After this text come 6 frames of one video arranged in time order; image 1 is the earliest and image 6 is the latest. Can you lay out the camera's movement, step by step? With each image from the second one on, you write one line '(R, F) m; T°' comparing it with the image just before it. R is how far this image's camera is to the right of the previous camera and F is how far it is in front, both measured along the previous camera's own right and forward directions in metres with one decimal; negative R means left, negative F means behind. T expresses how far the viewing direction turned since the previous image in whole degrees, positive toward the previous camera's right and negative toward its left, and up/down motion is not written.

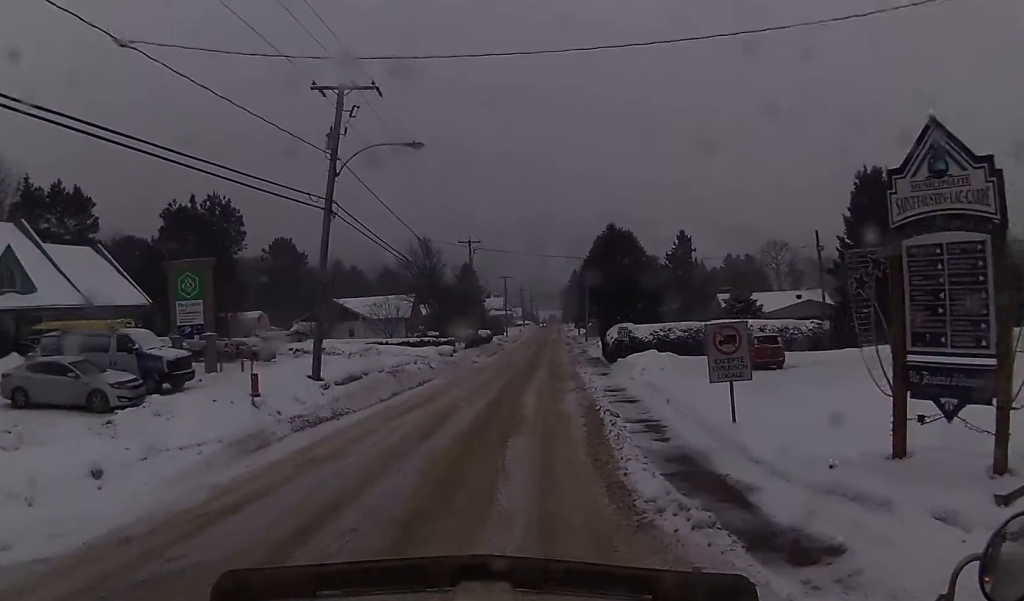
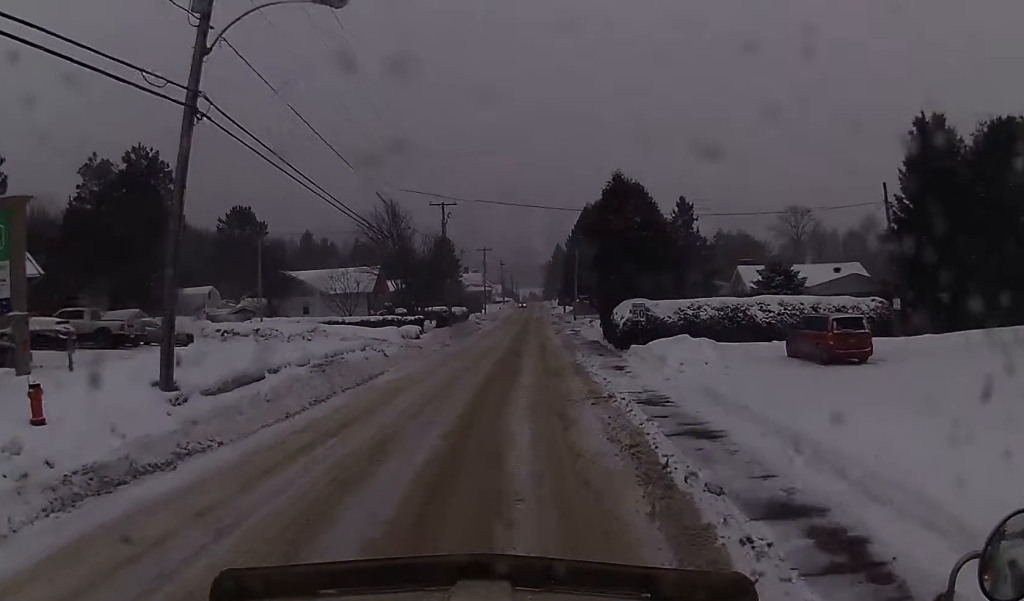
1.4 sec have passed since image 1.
(-0.1, +9.9) m; -3°
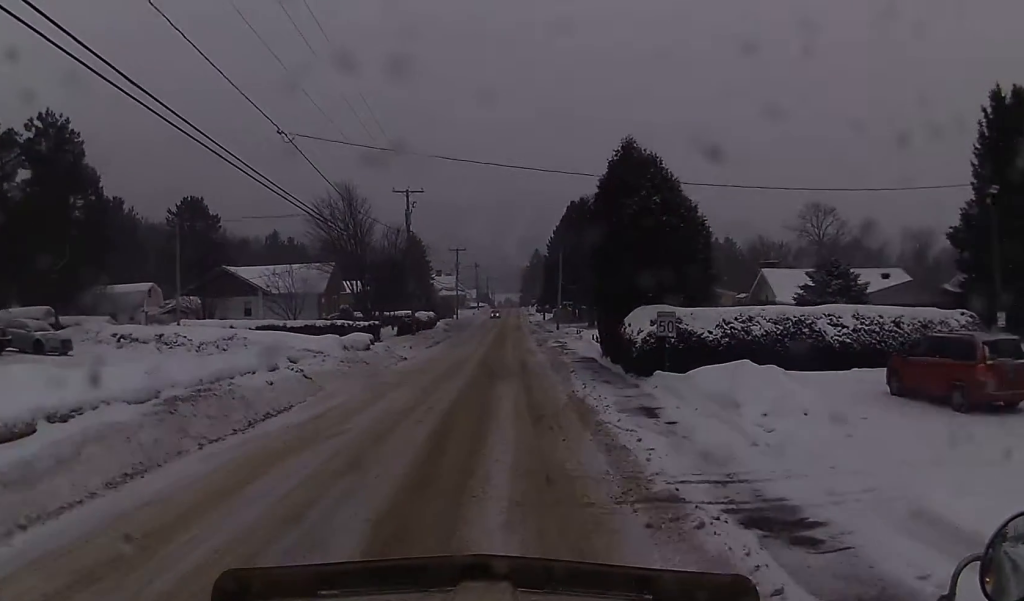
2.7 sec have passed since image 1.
(0.0, +10.1) m; +1°
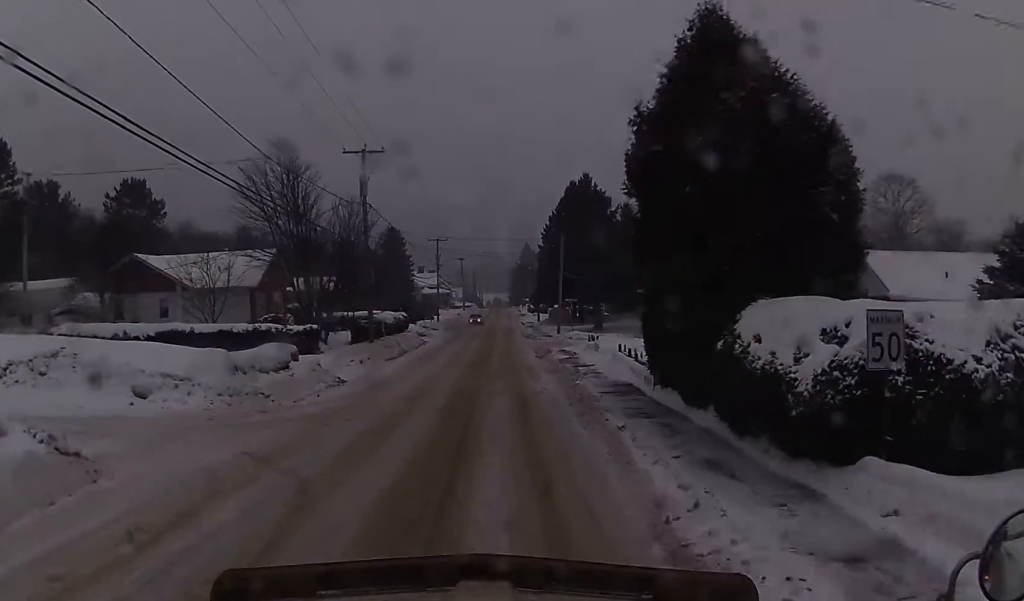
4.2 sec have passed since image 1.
(+0.1, +13.9) m; 0°
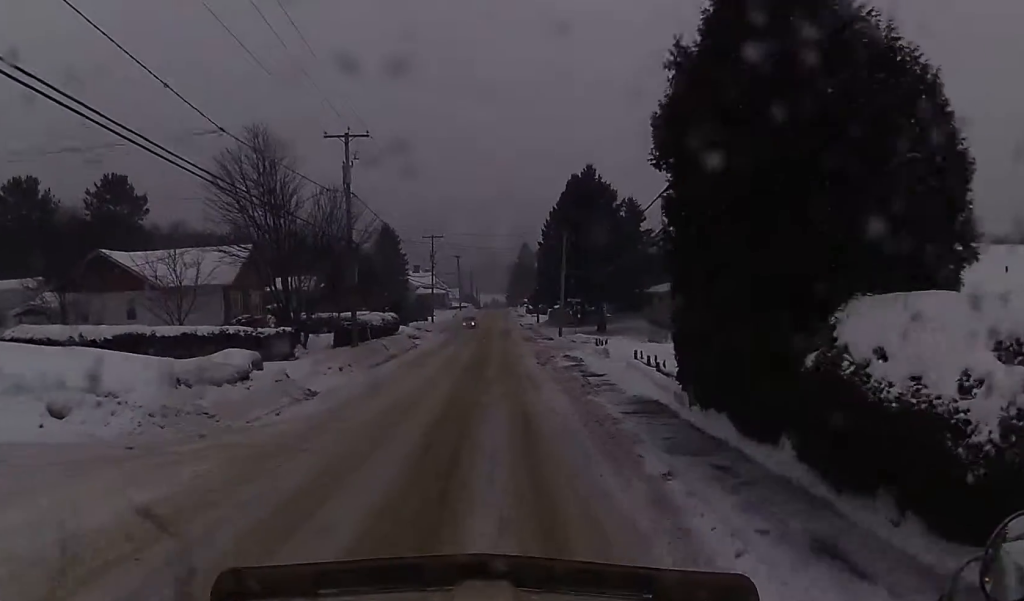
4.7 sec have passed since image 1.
(-0.1, +4.1) m; 0°
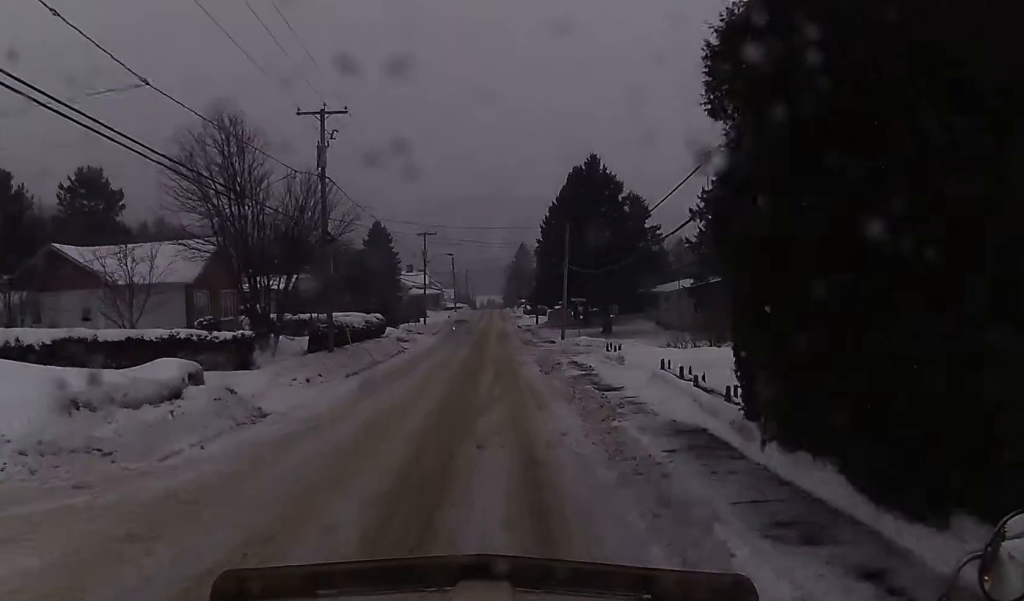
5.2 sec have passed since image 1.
(+0.1, +5.0) m; +1°
